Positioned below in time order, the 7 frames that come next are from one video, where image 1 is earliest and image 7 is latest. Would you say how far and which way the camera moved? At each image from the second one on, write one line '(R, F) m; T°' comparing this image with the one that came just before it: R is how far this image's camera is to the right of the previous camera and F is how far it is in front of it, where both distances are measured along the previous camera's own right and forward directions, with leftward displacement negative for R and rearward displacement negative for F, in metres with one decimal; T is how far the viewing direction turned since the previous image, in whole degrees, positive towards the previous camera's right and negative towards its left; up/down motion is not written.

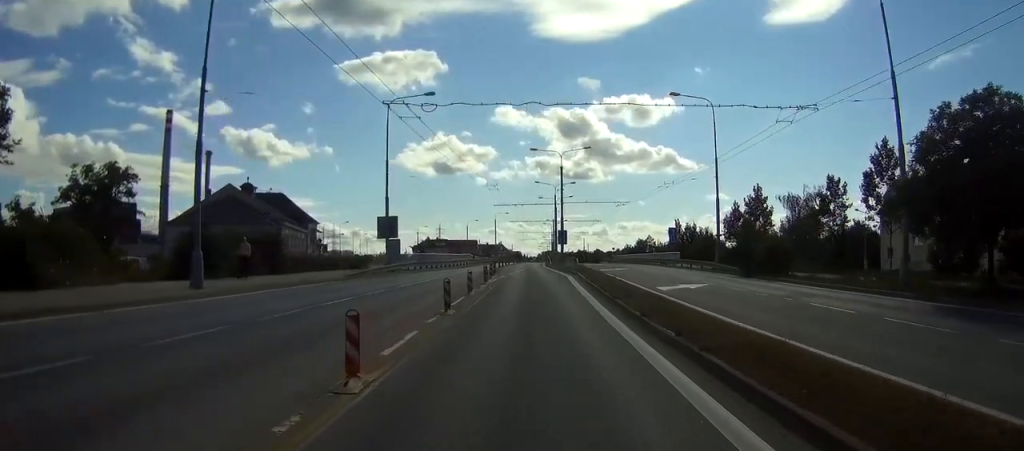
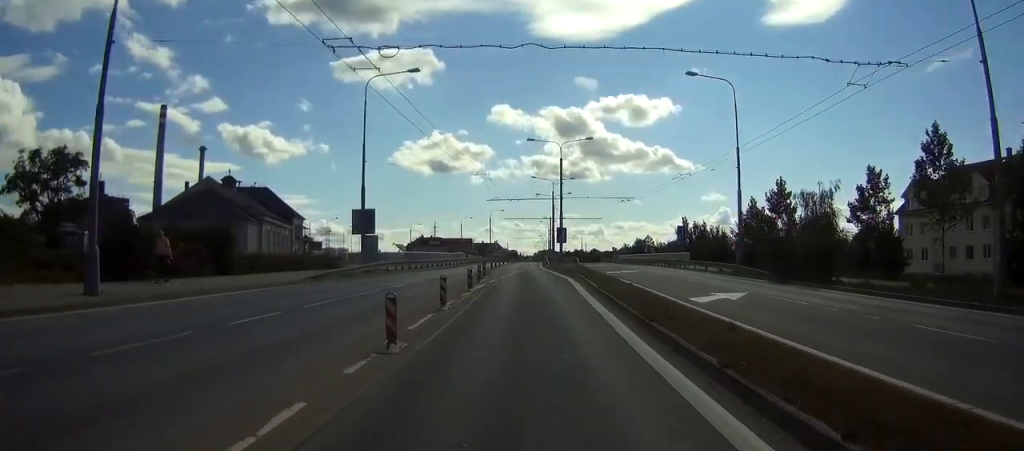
(-0.2, +5.7) m; -3°
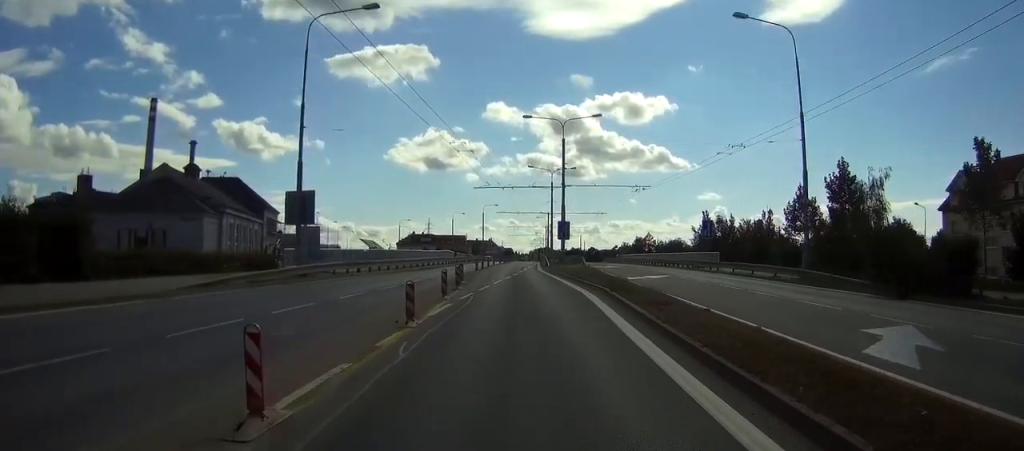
(-0.4, +10.8) m; -3°
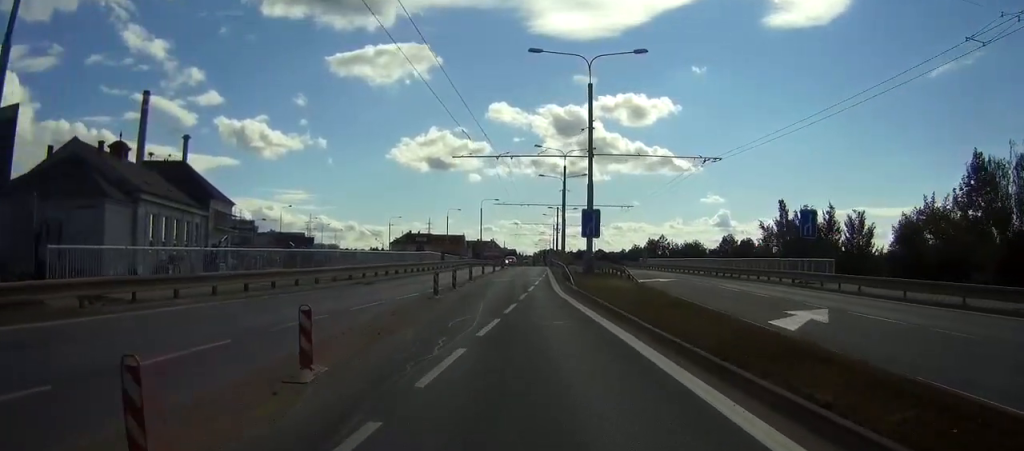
(+0.4, +20.0) m; +2°
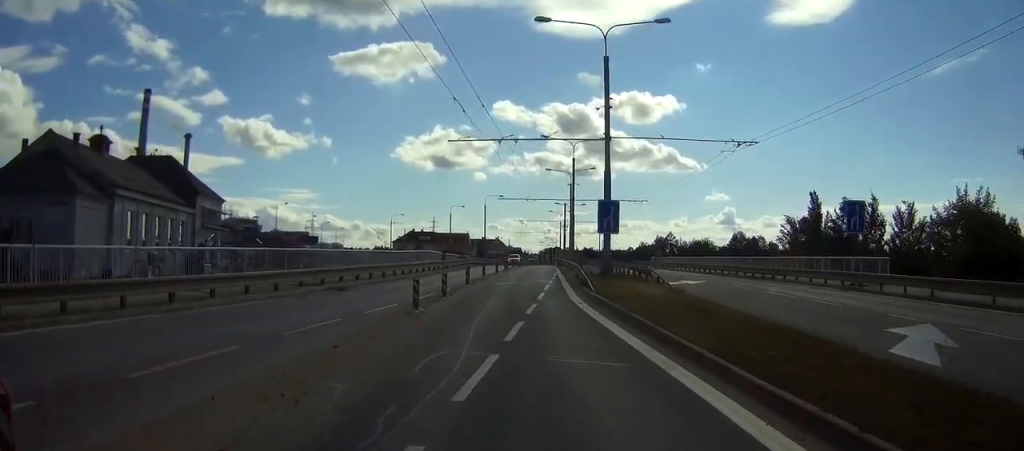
(0.0, +5.0) m; -1°
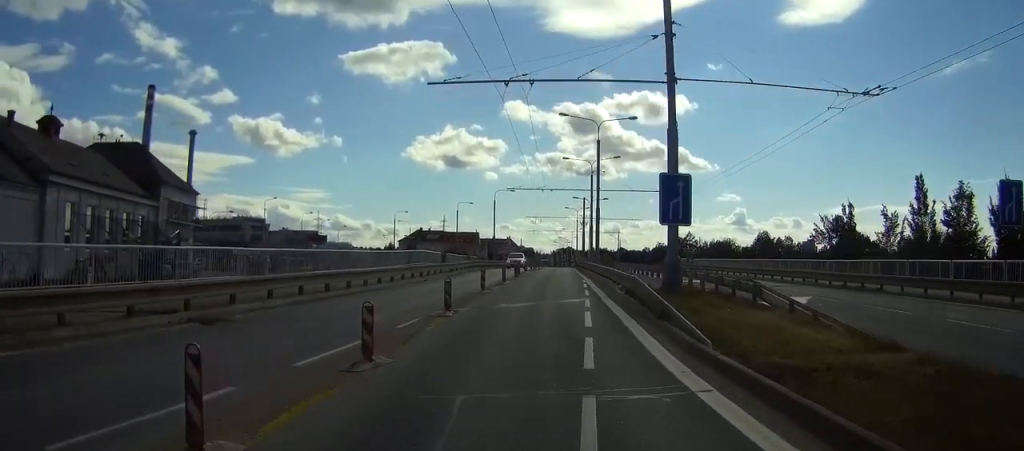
(-0.2, +11.3) m; -2°
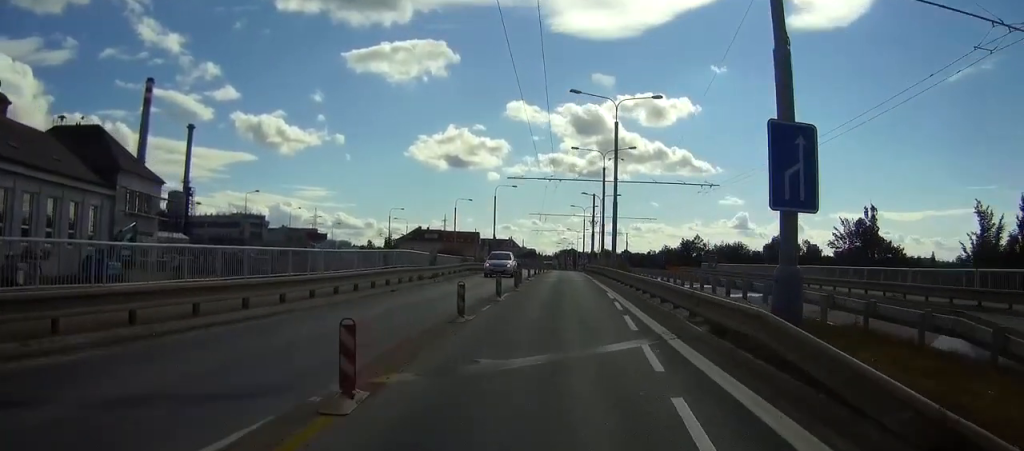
(-0.1, +9.1) m; -1°
